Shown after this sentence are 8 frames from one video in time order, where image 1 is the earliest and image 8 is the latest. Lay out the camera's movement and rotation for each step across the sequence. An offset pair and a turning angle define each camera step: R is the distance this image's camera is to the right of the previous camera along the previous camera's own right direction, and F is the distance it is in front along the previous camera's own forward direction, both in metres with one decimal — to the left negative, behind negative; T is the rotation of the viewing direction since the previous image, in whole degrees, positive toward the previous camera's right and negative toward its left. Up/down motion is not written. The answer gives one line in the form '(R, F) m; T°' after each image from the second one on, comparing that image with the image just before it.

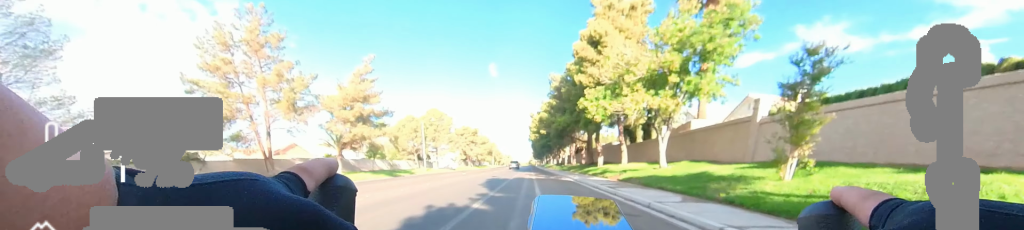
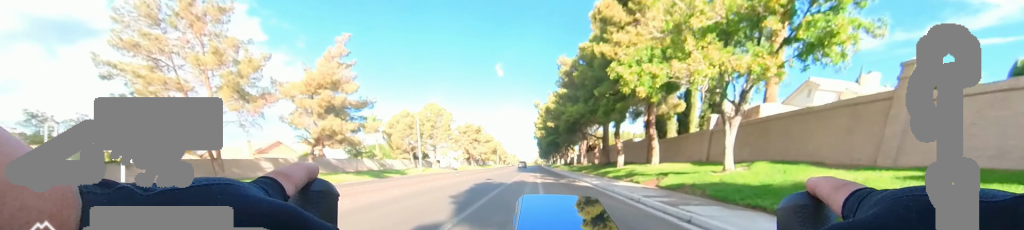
(0.0, +5.1) m; 0°
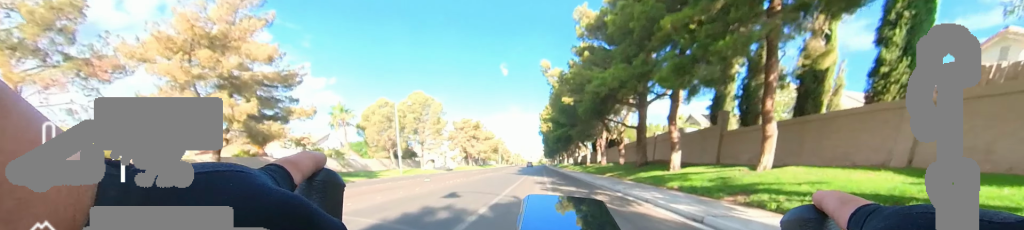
(0.0, +9.3) m; 0°
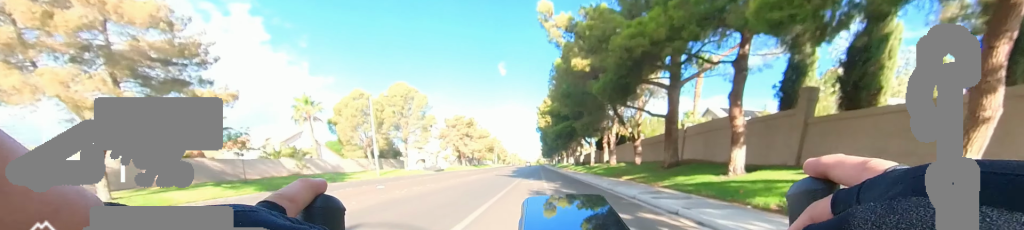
(0.0, +5.6) m; 0°
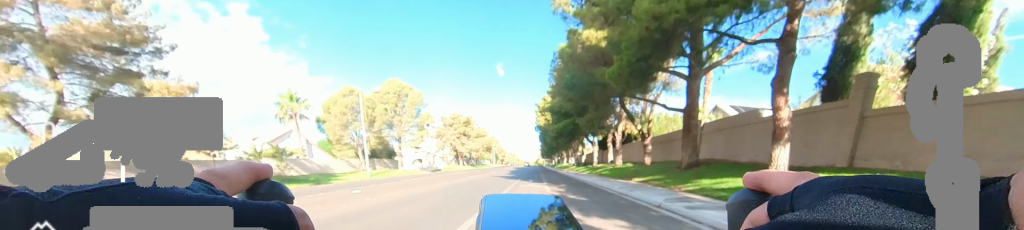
(0.0, +2.0) m; 0°
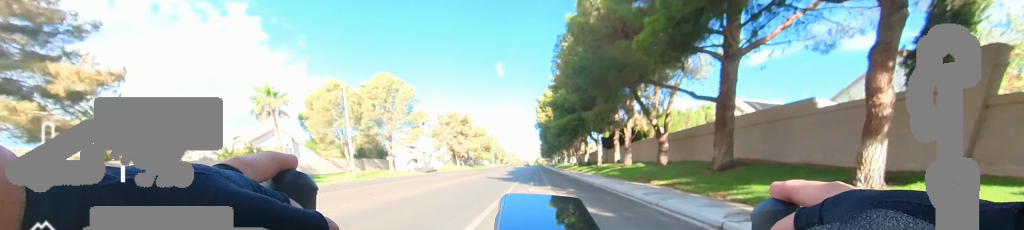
(0.0, +2.6) m; 0°
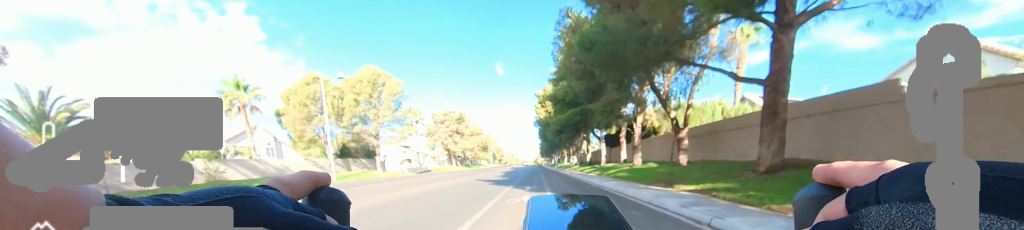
(0.0, +2.6) m; 0°
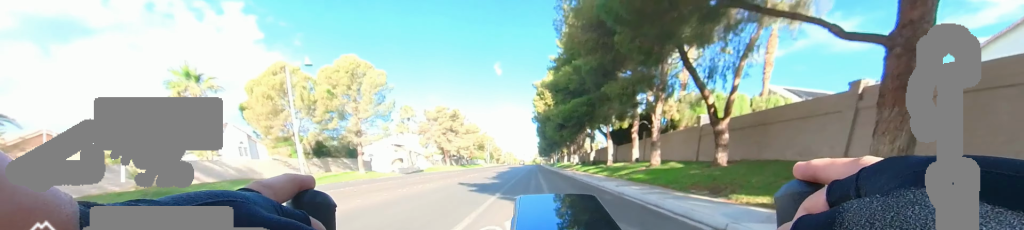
(0.0, +3.4) m; 0°
